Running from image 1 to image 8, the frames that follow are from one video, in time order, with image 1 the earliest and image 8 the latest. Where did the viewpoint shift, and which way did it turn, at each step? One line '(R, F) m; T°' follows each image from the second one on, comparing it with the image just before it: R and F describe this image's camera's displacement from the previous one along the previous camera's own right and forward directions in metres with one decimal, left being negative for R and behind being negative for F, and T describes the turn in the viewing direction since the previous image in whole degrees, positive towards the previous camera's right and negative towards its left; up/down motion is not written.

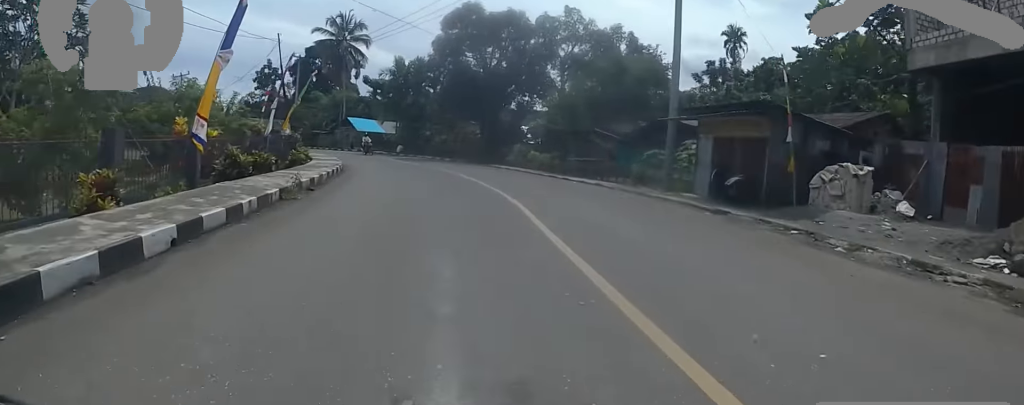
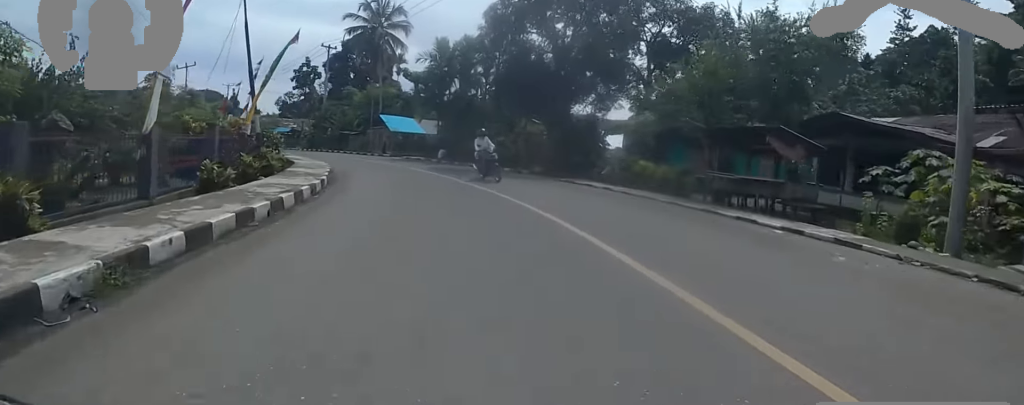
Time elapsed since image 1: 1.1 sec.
(-0.8, +8.3) m; -13°
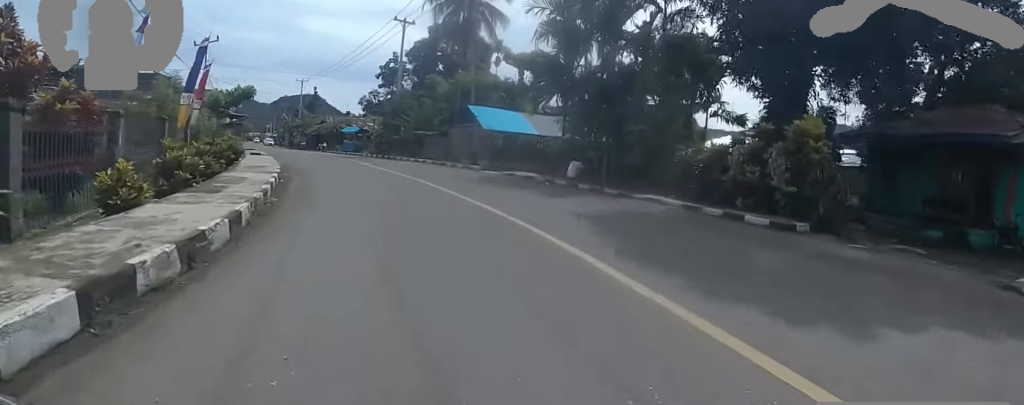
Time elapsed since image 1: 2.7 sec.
(-1.7, +12.0) m; -9°
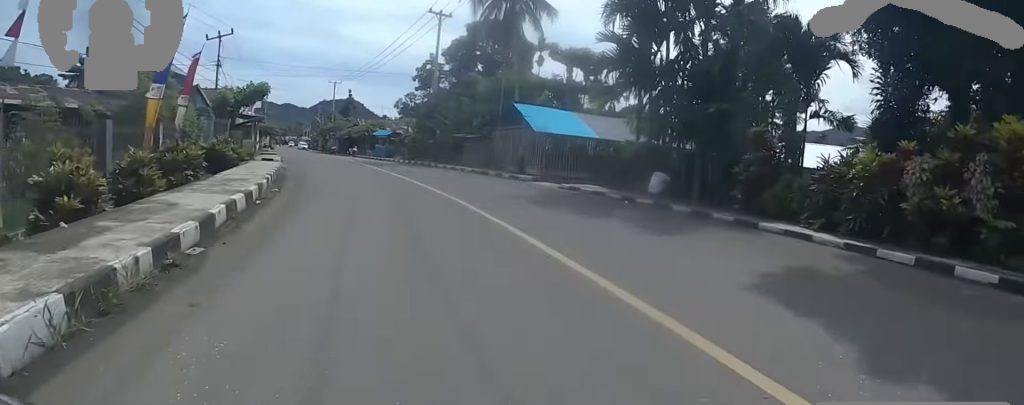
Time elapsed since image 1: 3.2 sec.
(0.0, +3.4) m; 0°
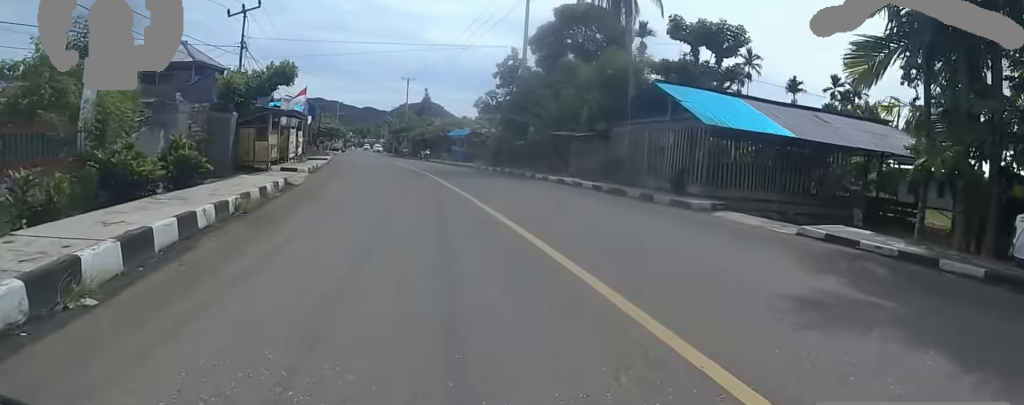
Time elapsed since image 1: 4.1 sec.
(0.0, +7.1) m; -3°
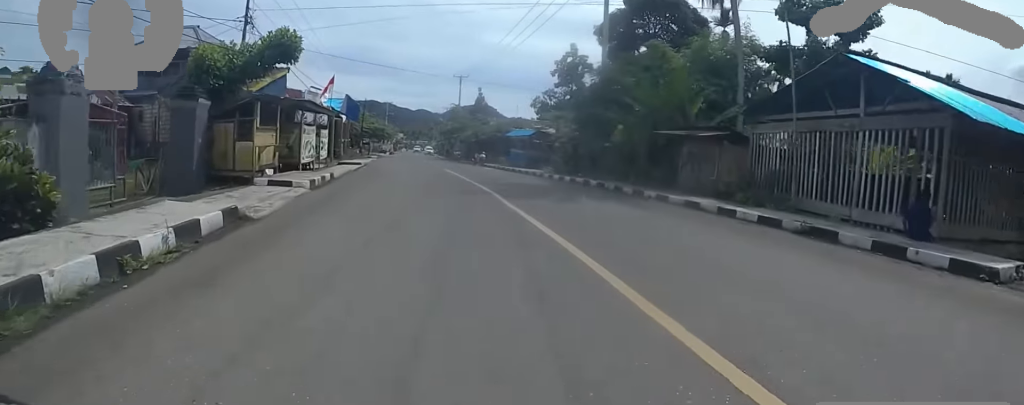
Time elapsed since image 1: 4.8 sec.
(0.0, +5.2) m; -5°
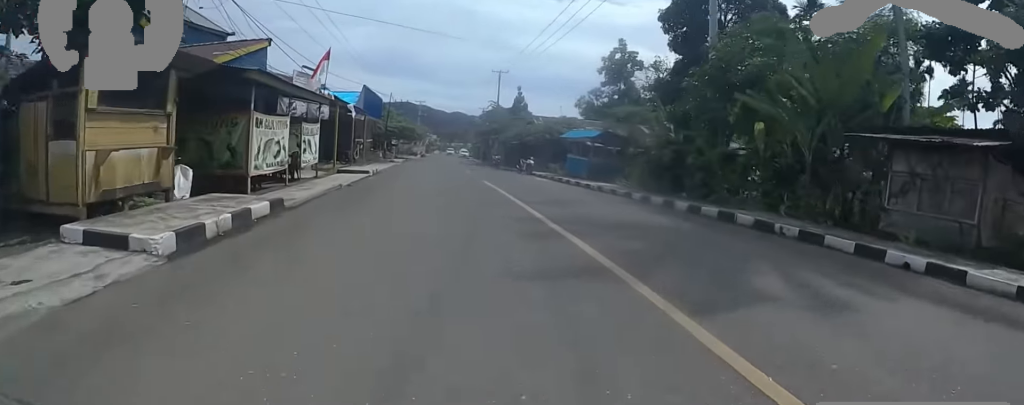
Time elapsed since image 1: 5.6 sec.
(-0.4, +6.4) m; -7°
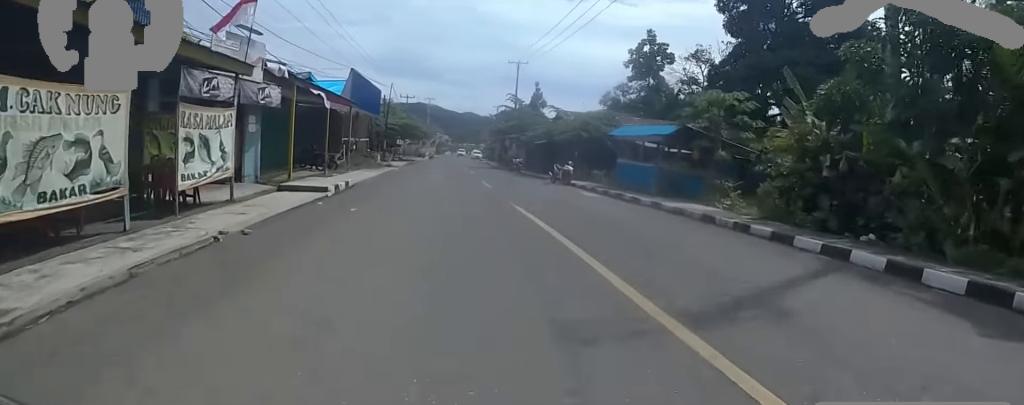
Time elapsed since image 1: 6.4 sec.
(-0.4, +6.4) m; 0°
